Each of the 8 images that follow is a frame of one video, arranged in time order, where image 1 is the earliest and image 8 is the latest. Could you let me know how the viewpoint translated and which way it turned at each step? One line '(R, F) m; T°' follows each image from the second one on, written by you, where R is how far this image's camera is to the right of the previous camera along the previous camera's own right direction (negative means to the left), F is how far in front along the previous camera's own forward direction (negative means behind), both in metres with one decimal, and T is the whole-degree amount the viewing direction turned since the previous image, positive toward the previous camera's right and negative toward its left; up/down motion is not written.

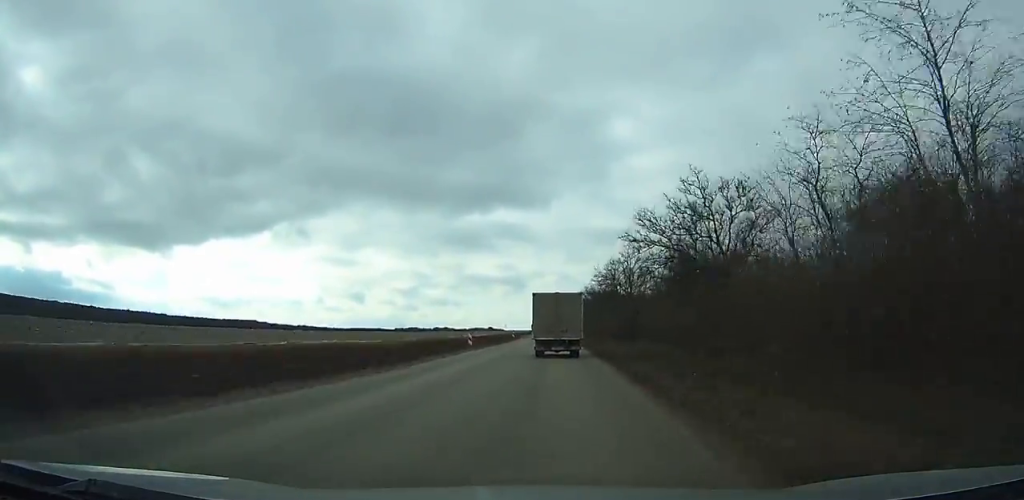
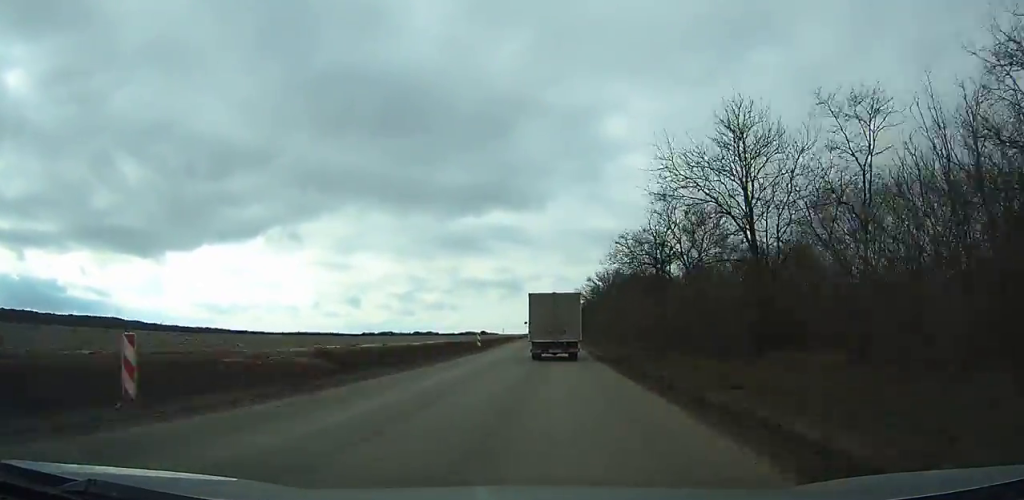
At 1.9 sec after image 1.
(+0.2, +36.0) m; +1°
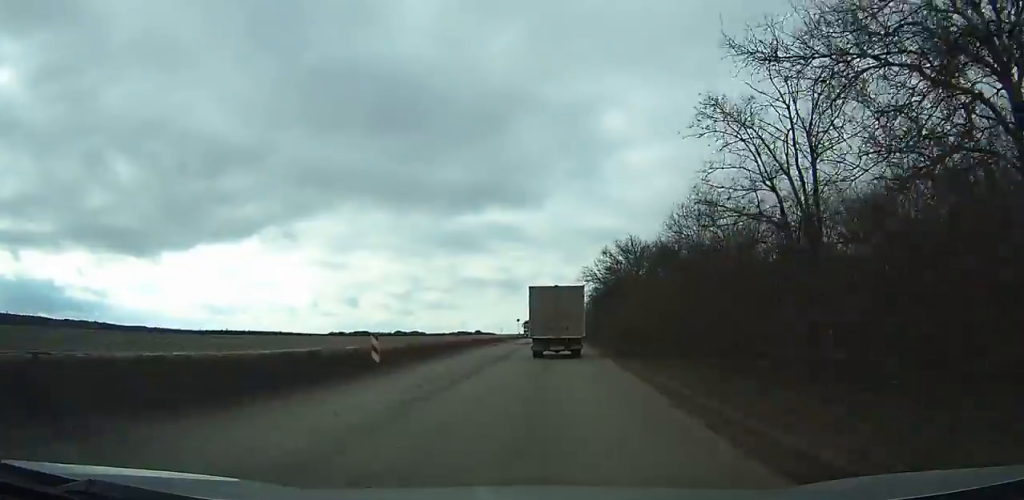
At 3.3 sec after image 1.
(+0.2, +26.9) m; 0°
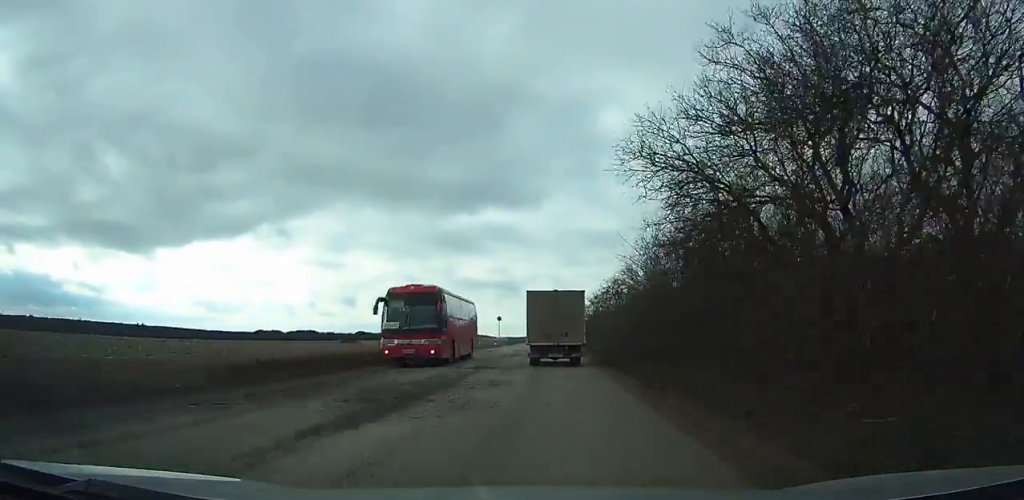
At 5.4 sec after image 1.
(+0.2, +40.8) m; 0°
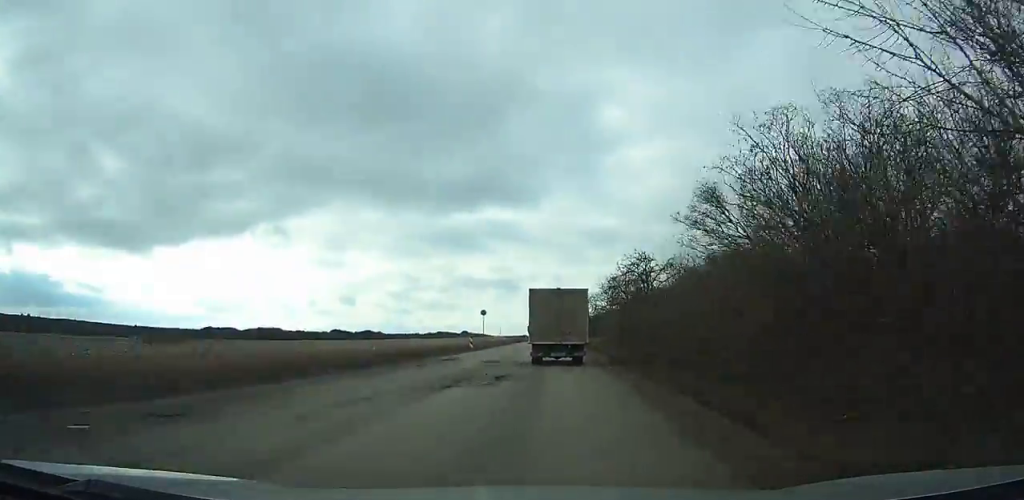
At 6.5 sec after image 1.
(0.0, +20.3) m; 0°
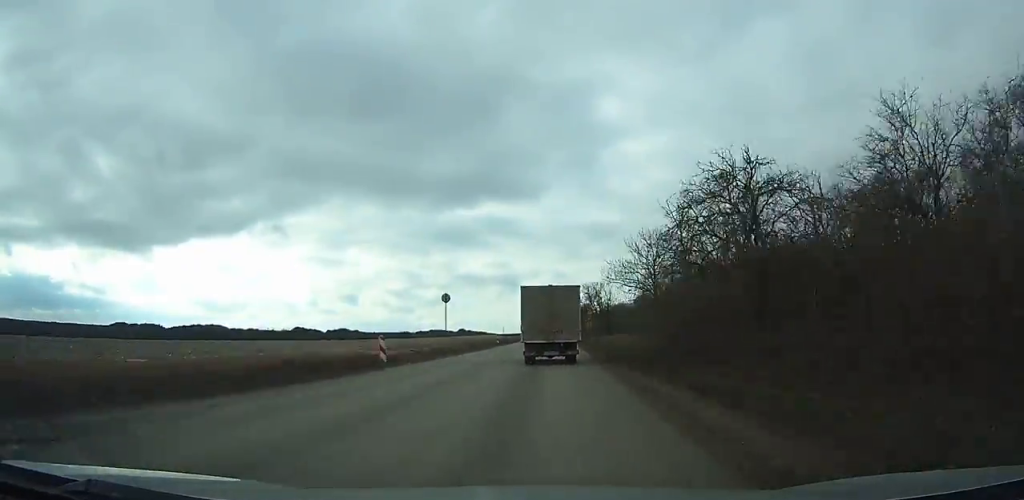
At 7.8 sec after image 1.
(-0.1, +25.3) m; 0°
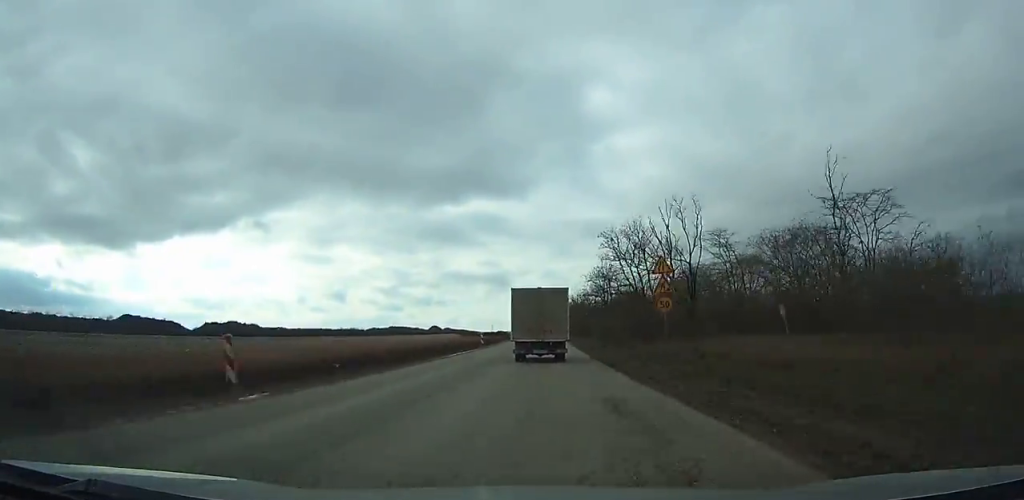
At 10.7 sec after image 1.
(-0.2, +54.3) m; 0°
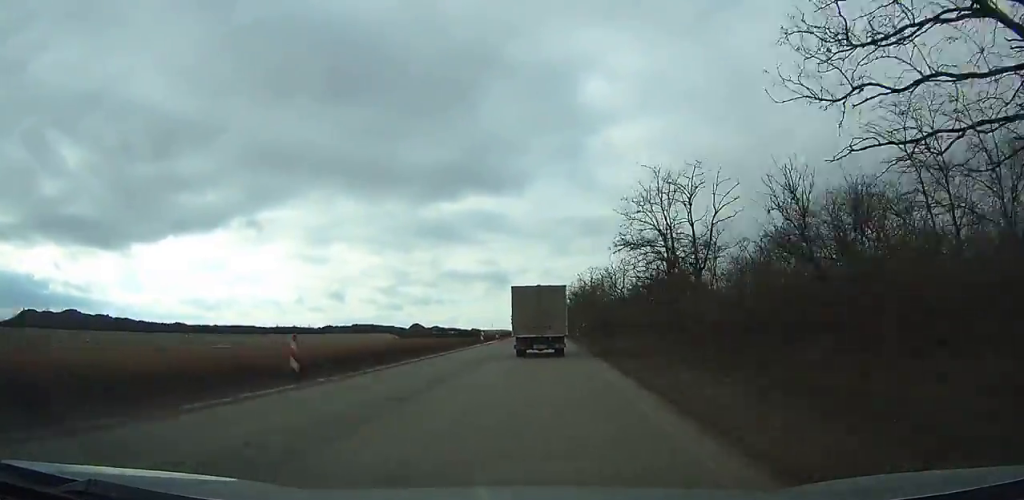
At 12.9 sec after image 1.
(-0.1, +41.5) m; 0°
